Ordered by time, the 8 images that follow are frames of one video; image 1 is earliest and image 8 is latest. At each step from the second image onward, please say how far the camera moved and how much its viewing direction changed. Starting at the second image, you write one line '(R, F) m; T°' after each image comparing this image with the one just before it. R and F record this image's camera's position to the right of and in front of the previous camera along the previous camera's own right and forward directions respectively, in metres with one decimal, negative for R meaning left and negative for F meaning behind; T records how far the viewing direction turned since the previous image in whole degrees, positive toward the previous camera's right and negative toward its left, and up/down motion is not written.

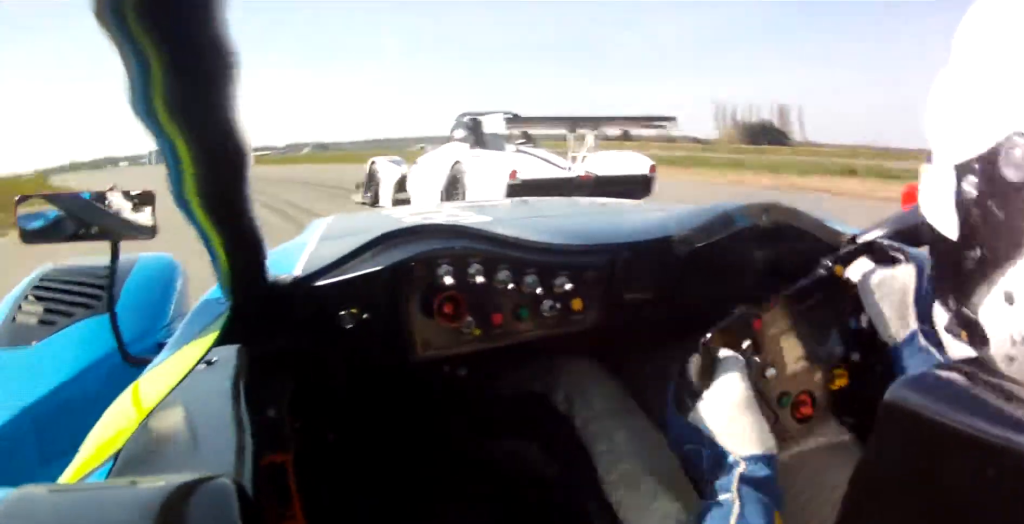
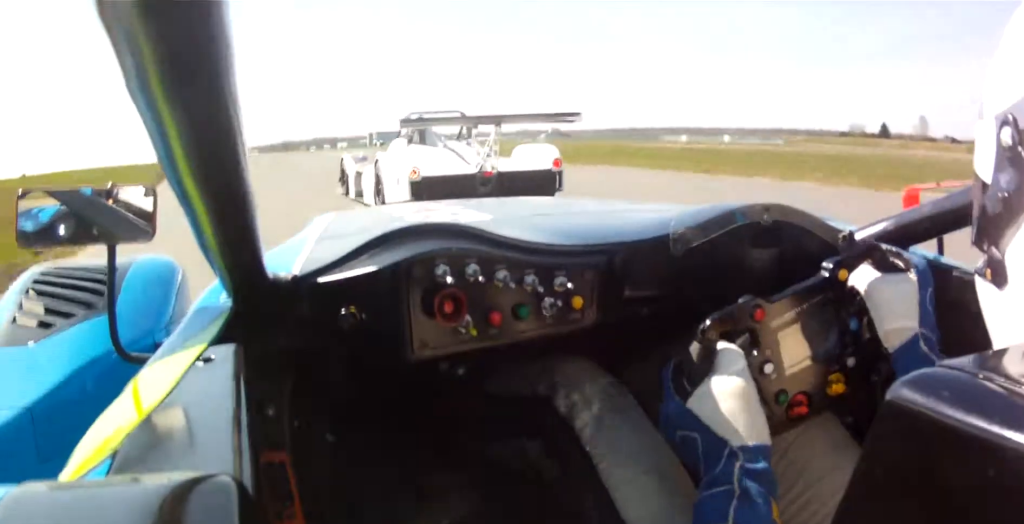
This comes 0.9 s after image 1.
(-2.6, +25.4) m; -8°
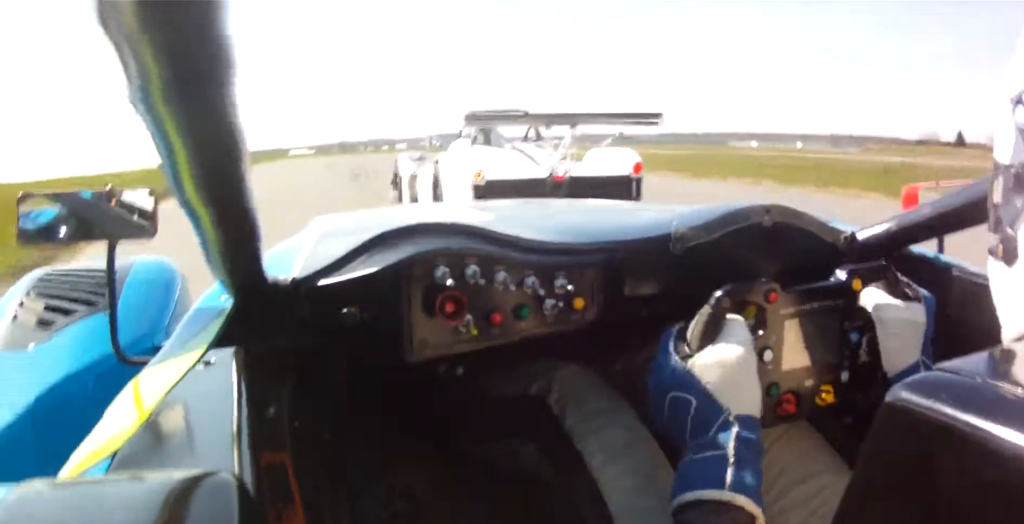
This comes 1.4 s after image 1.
(-1.1, +13.5) m; -1°
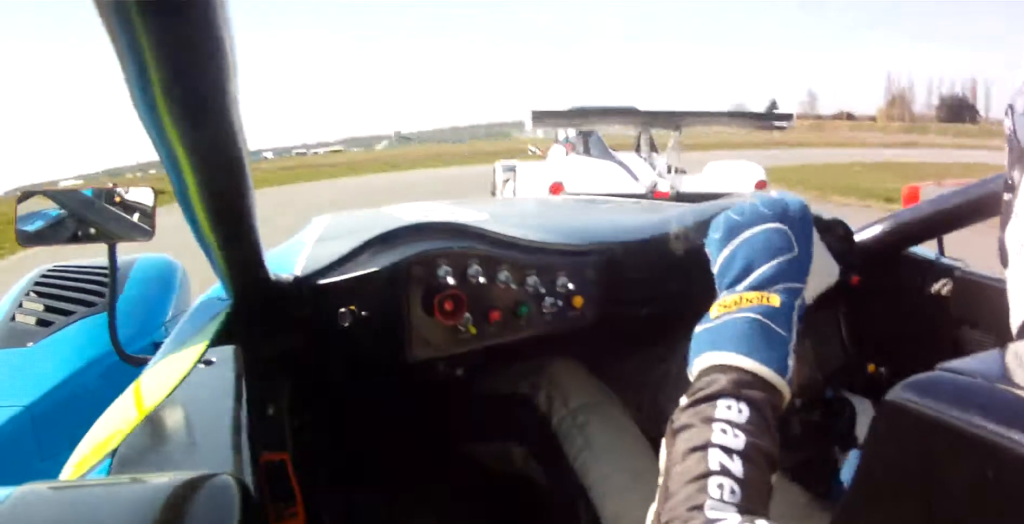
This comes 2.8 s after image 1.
(+3.2, +32.4) m; +19°
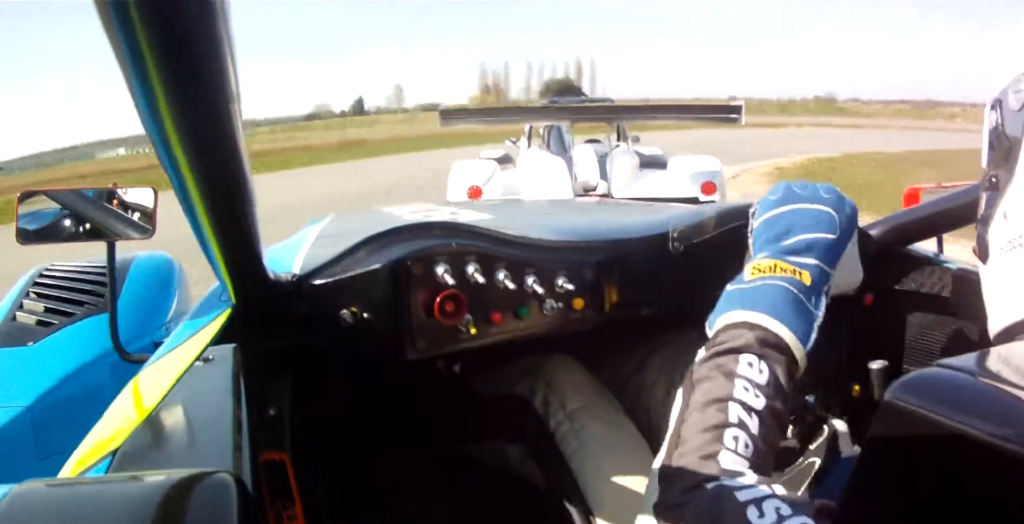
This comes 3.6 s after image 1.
(+1.5, +15.6) m; +24°
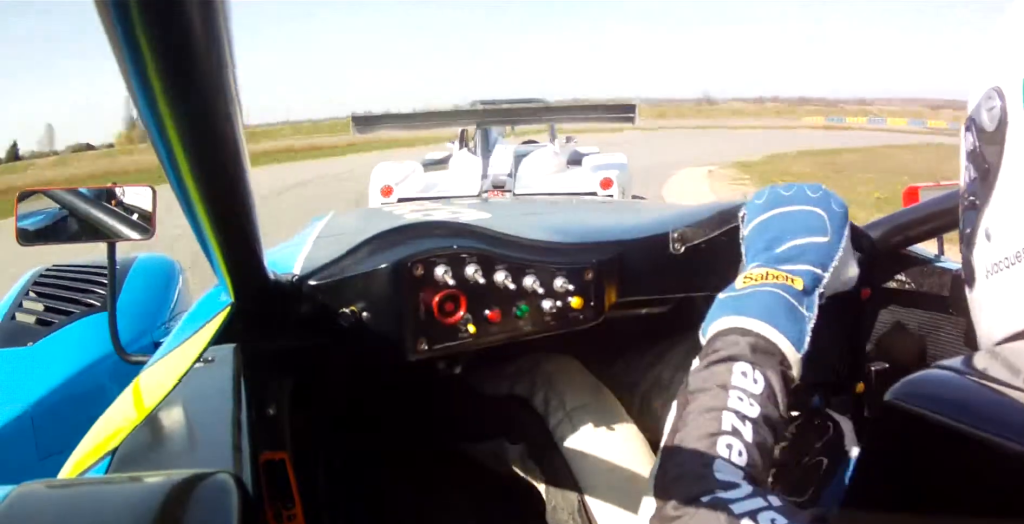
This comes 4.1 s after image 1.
(+2.7, +8.6) m; +19°
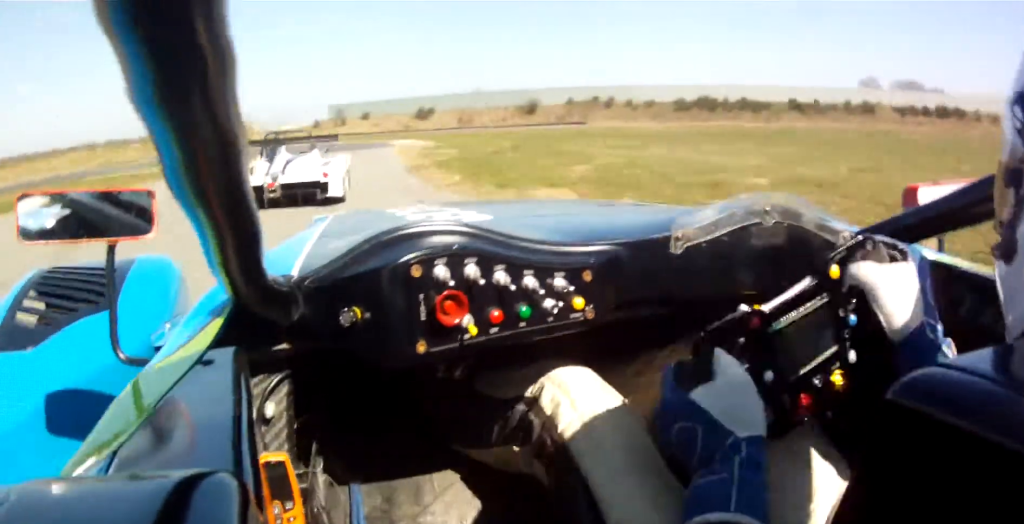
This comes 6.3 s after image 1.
(+27.0, +30.9) m; +79°
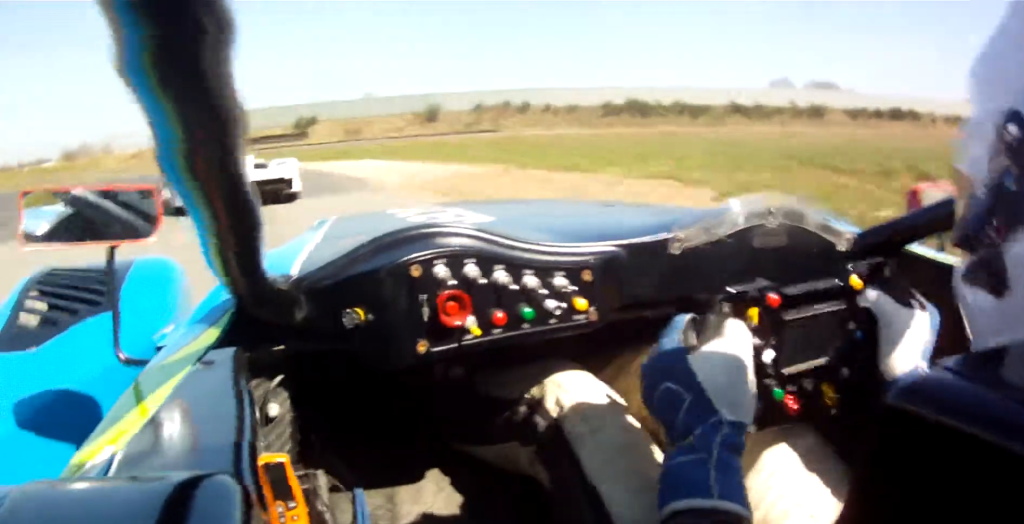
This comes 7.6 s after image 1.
(+9.2, +29.9) m; +16°
